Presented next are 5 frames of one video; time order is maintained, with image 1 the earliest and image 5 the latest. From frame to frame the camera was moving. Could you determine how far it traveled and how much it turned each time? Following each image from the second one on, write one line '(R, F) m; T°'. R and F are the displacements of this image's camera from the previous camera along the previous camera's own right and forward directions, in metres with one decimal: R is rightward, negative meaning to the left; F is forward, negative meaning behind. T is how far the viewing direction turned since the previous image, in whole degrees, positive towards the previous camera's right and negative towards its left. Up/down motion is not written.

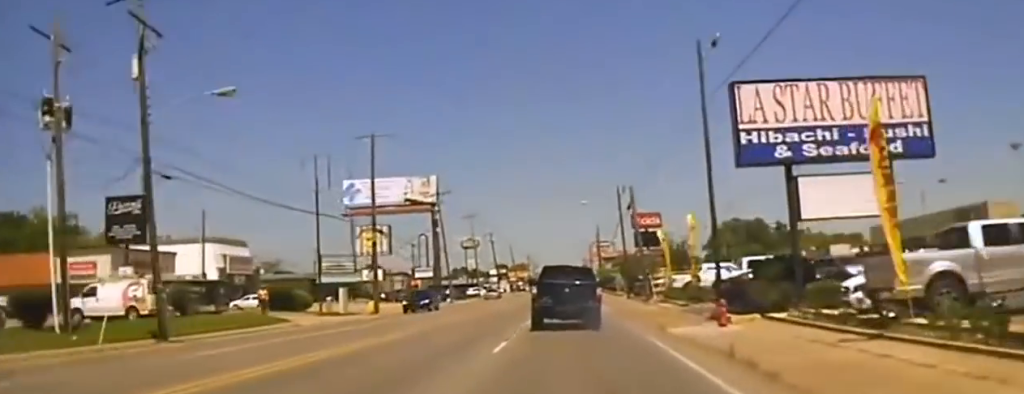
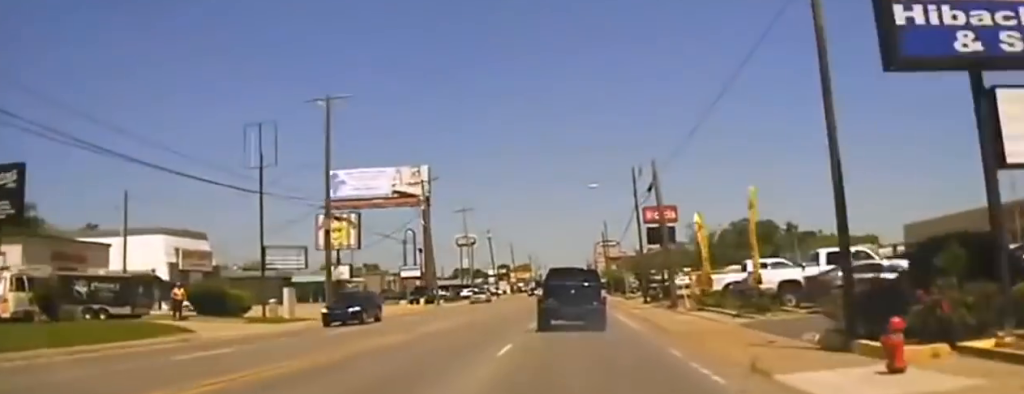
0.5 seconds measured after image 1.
(+0.4, +14.3) m; +1°
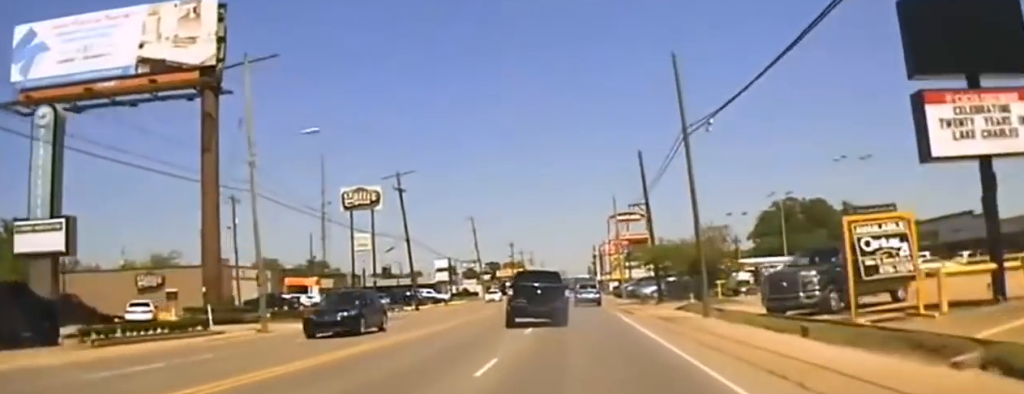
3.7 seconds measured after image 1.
(-0.7, +74.1) m; -2°
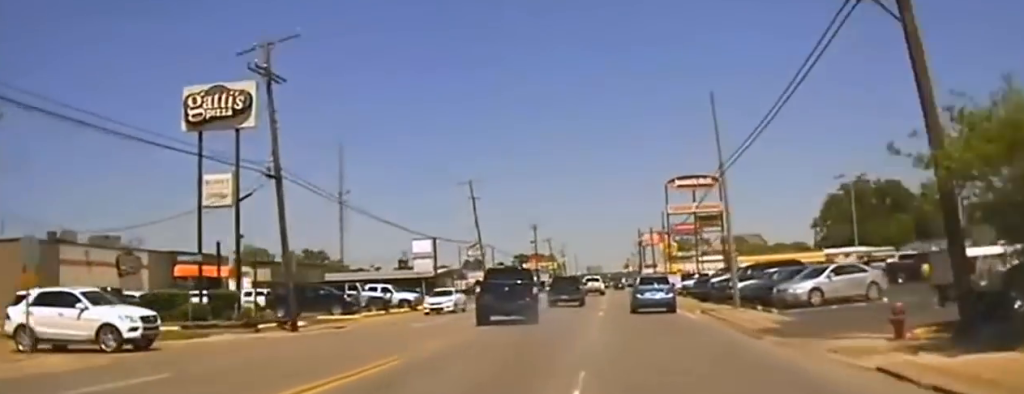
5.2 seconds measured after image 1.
(-0.6, +33.2) m; -1°
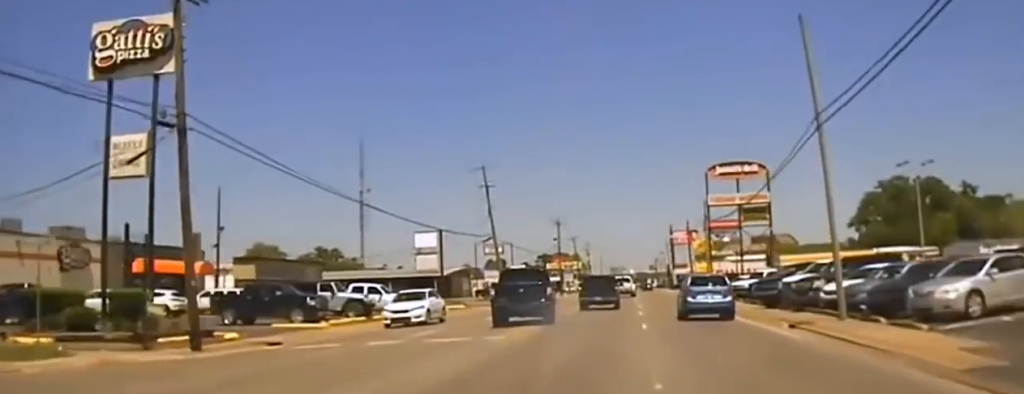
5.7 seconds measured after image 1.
(0.0, +10.1) m; +1°
